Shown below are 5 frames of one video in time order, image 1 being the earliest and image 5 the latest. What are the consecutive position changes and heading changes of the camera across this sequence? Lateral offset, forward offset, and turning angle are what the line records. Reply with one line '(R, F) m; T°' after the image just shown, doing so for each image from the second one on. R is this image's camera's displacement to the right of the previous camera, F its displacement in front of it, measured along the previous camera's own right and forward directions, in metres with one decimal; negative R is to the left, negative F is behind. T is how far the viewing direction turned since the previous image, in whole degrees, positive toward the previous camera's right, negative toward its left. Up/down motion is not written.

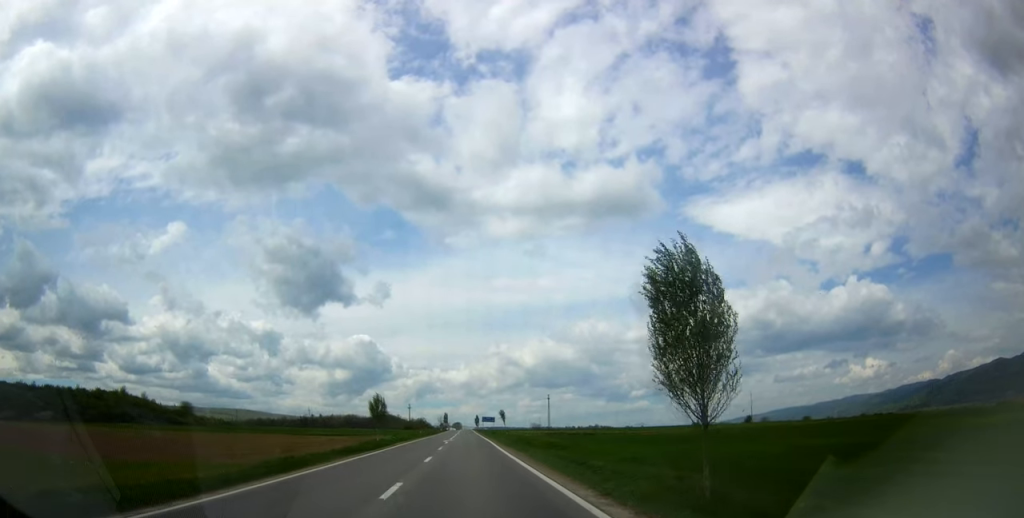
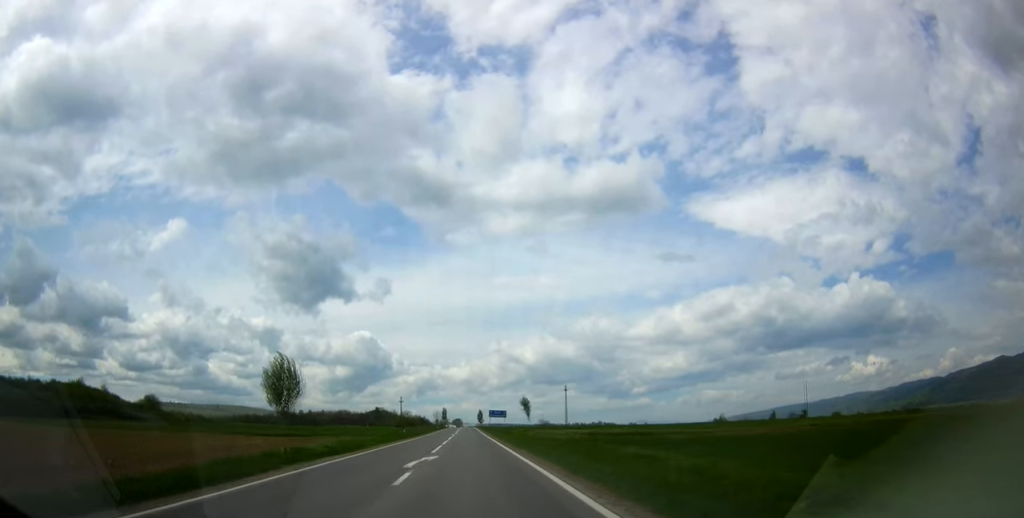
(+0.3, +34.1) m; +1°
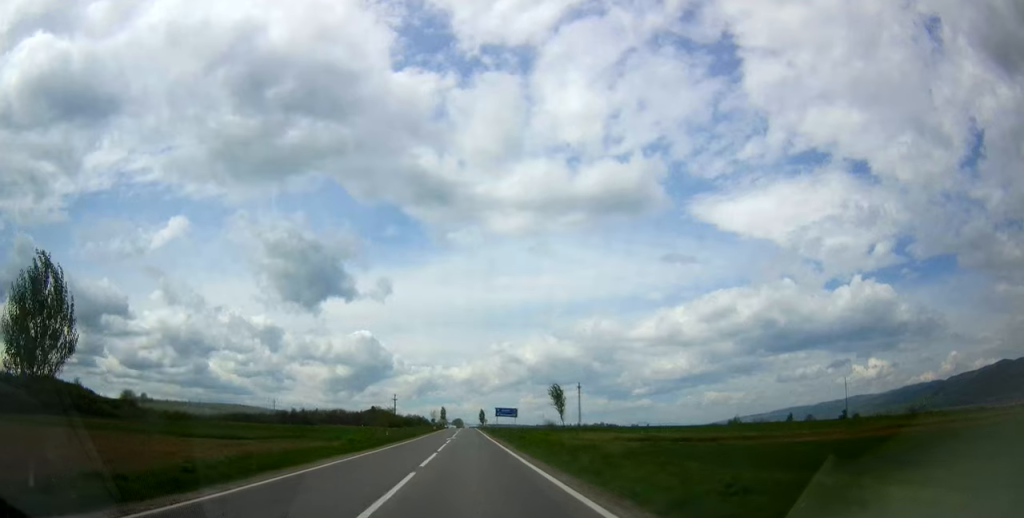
(+0.1, +19.8) m; 0°
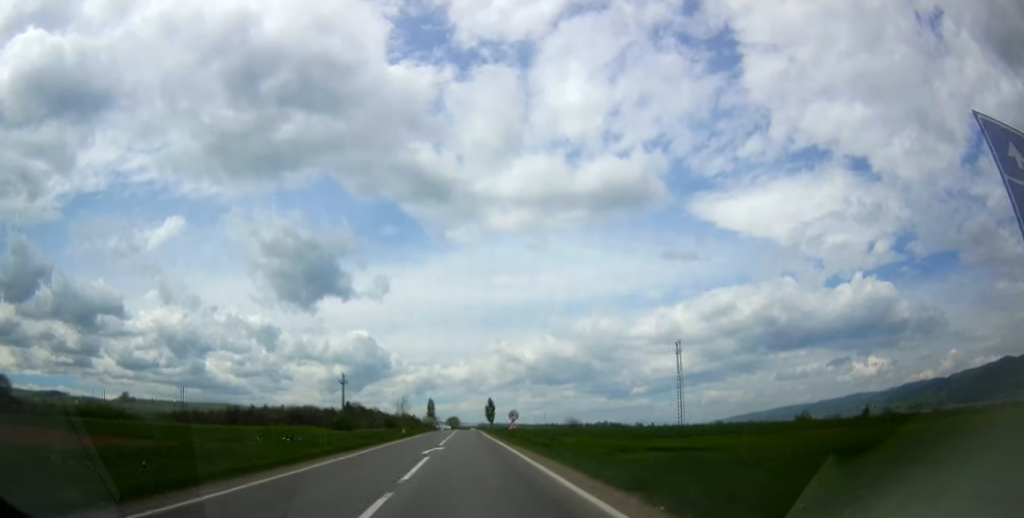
(-0.2, +75.8) m; 0°
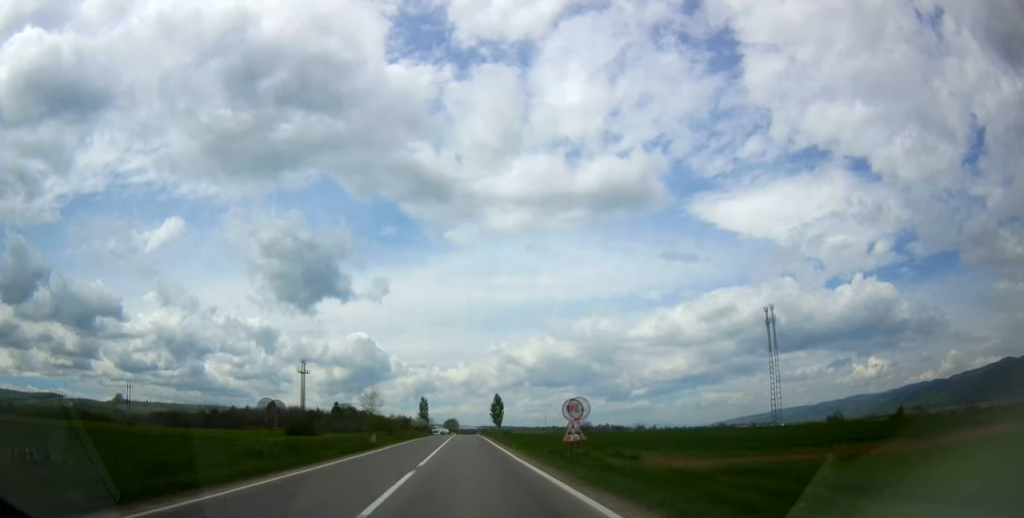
(-0.5, +27.0) m; -1°
